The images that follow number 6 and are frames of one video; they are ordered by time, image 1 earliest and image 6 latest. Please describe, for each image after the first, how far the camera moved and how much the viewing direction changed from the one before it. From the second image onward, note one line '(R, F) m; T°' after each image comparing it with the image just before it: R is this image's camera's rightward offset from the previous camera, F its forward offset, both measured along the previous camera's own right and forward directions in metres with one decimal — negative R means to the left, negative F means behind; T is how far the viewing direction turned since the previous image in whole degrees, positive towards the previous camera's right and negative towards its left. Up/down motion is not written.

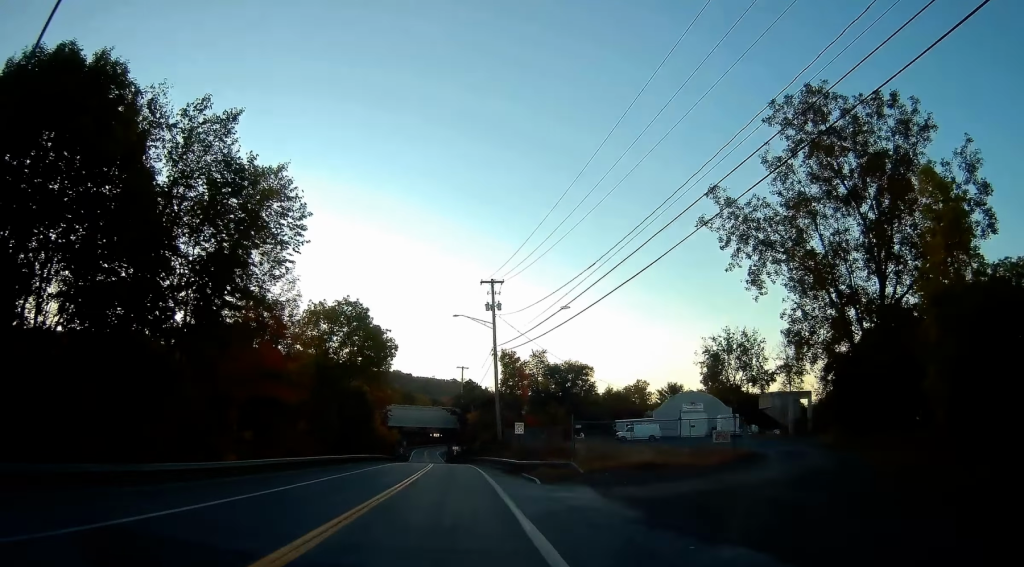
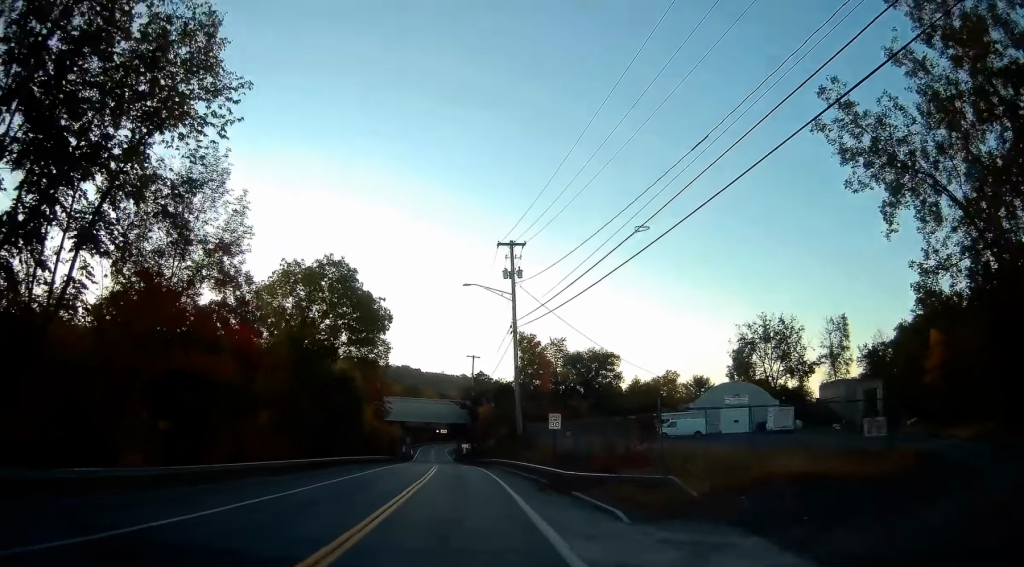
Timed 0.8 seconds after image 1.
(-0.2, +12.0) m; -1°
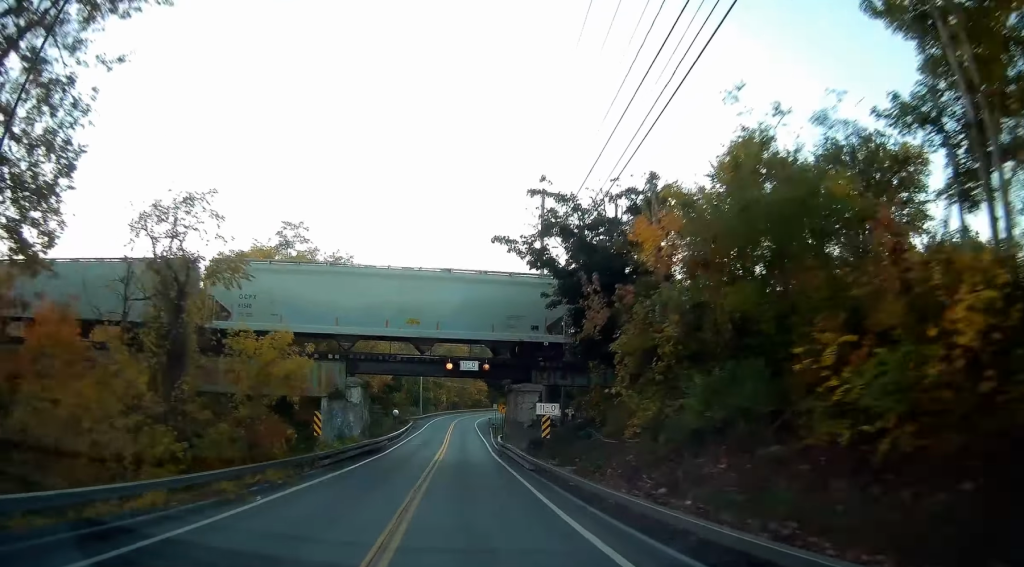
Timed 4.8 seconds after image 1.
(-2.2, +65.9) m; -2°
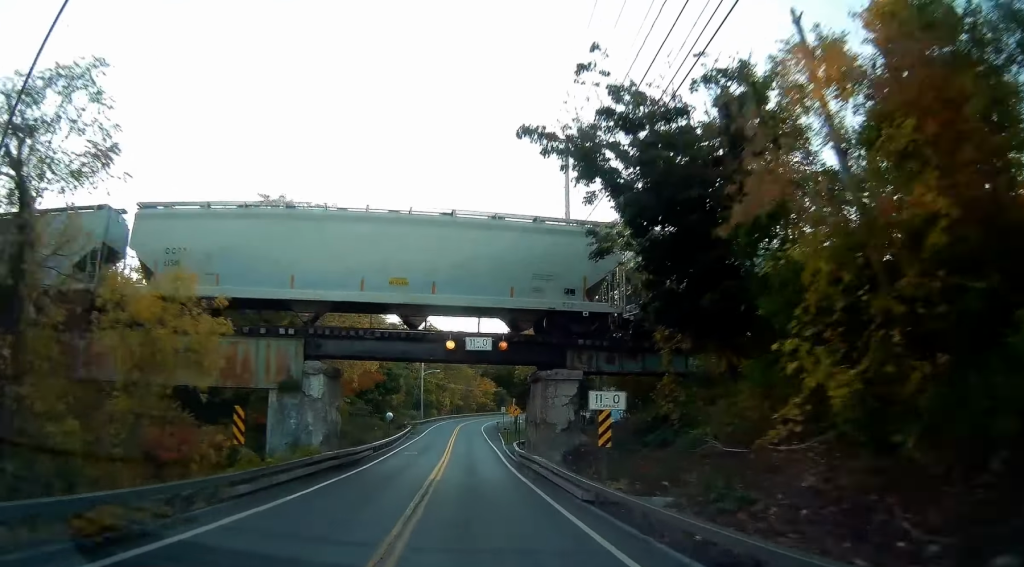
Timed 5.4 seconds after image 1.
(0.0, +9.6) m; 0°
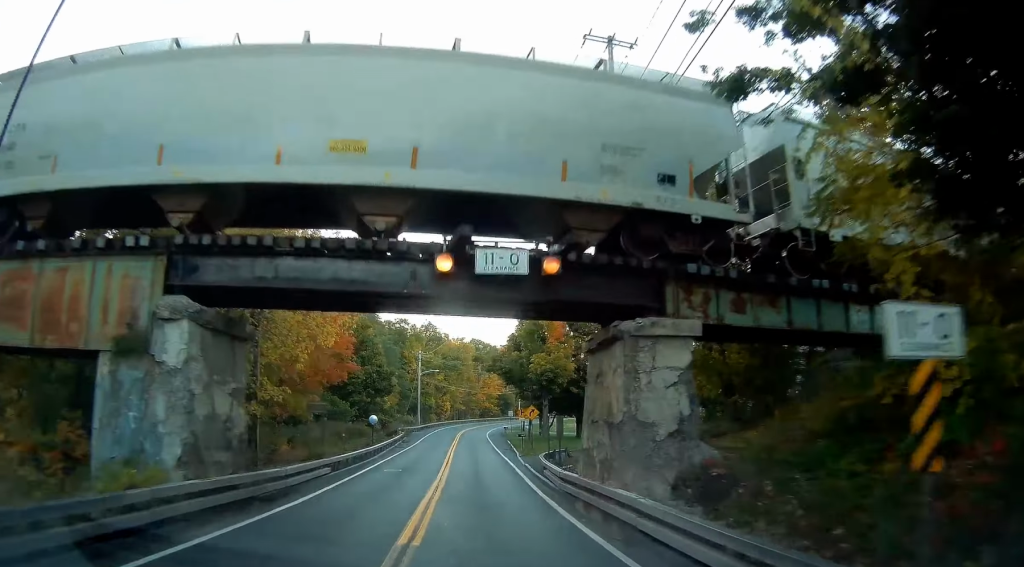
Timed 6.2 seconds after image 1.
(+0.1, +12.0) m; -1°
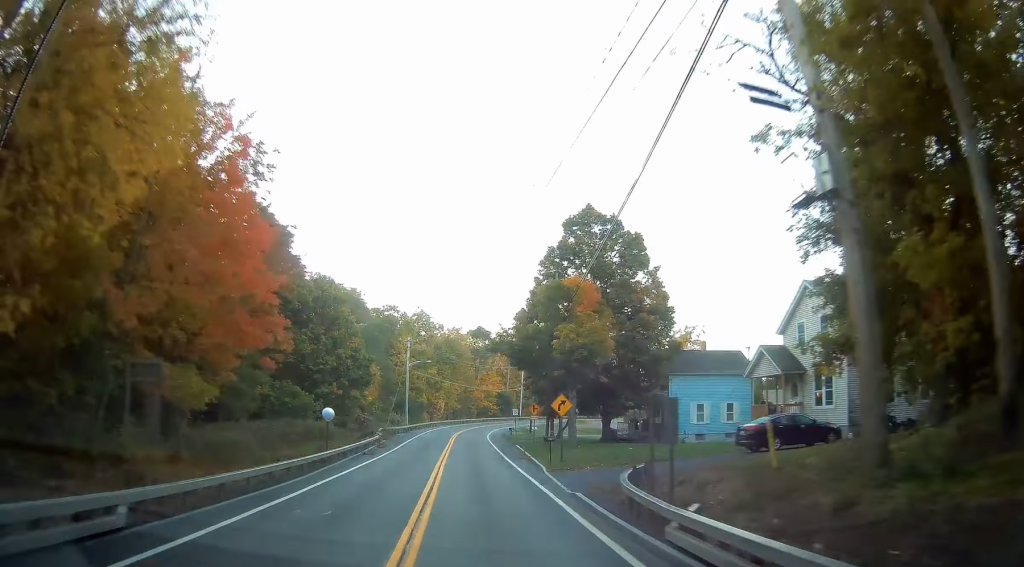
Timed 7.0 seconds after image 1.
(-0.3, +13.8) m; 0°
